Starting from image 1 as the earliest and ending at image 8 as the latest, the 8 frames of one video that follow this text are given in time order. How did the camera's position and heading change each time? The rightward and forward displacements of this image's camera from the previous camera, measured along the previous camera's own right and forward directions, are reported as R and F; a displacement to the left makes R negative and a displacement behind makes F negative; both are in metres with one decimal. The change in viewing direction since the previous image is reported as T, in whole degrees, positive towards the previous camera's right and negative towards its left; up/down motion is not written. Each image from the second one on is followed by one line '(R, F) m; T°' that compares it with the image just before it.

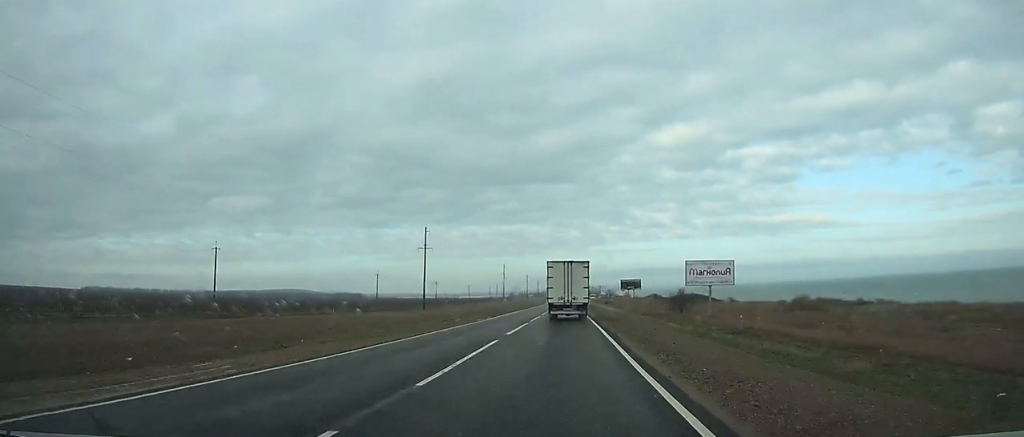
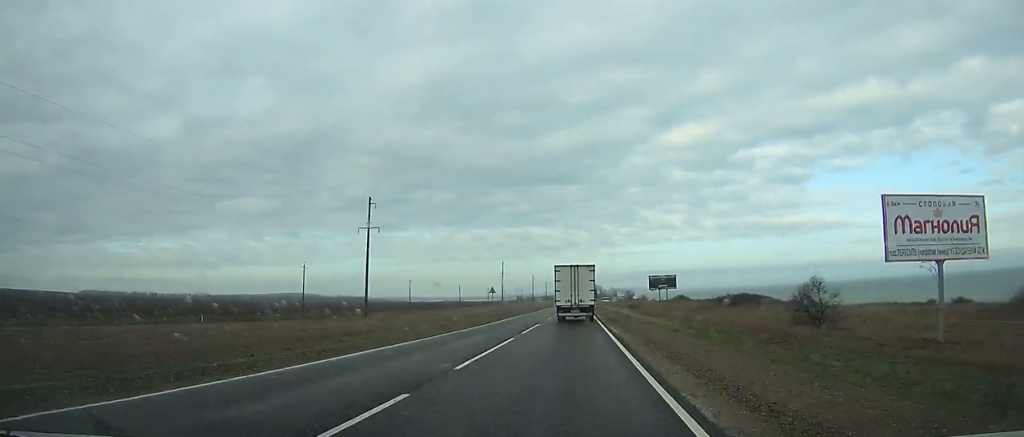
(-0.4, +46.1) m; 0°
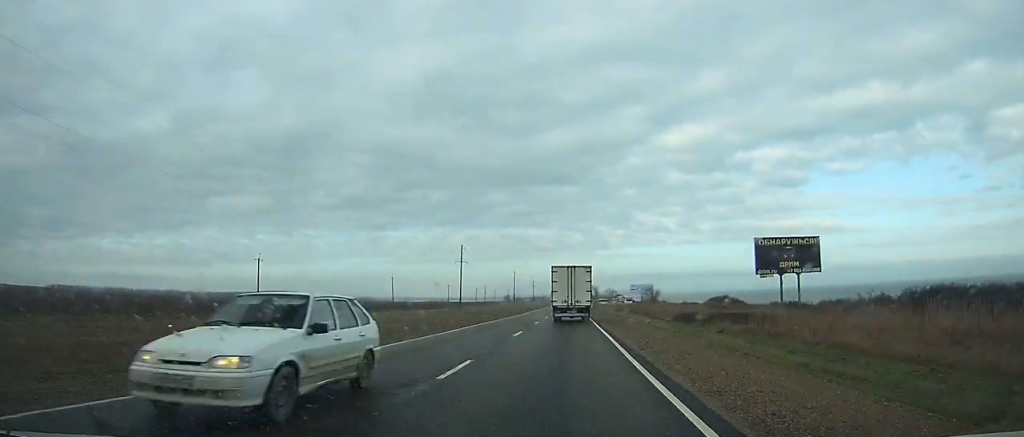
(-0.1, +78.5) m; 0°
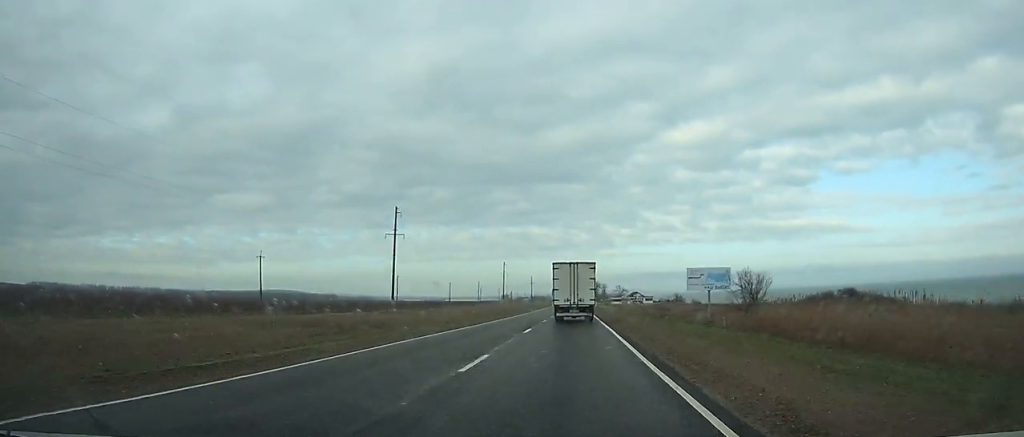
(-0.4, +70.6) m; 0°
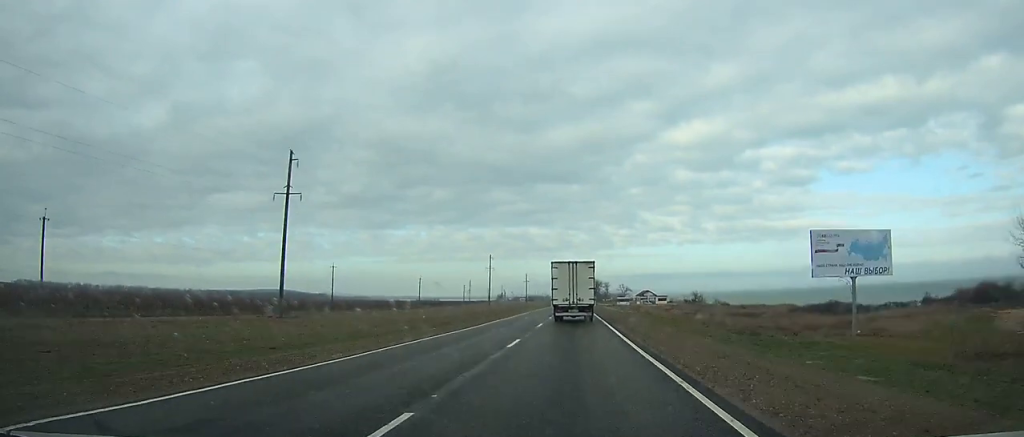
(+0.1, +42.9) m; 0°
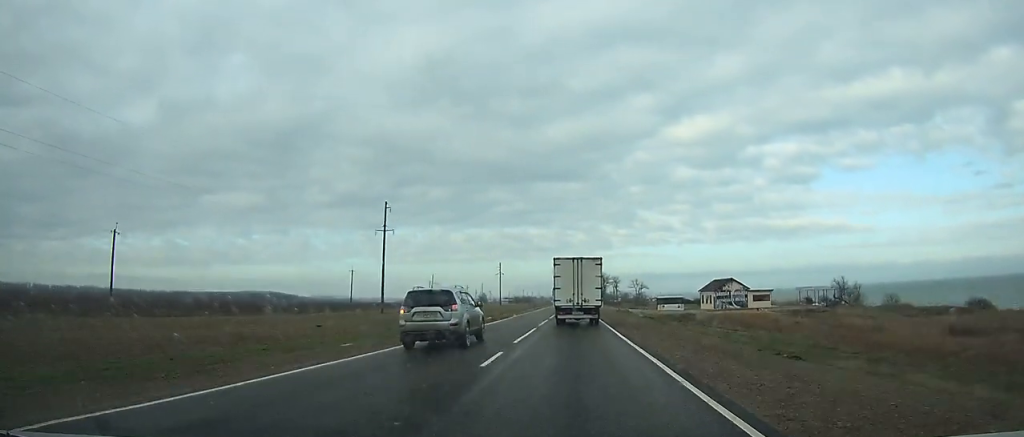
(+1.1, +124.3) m; +1°
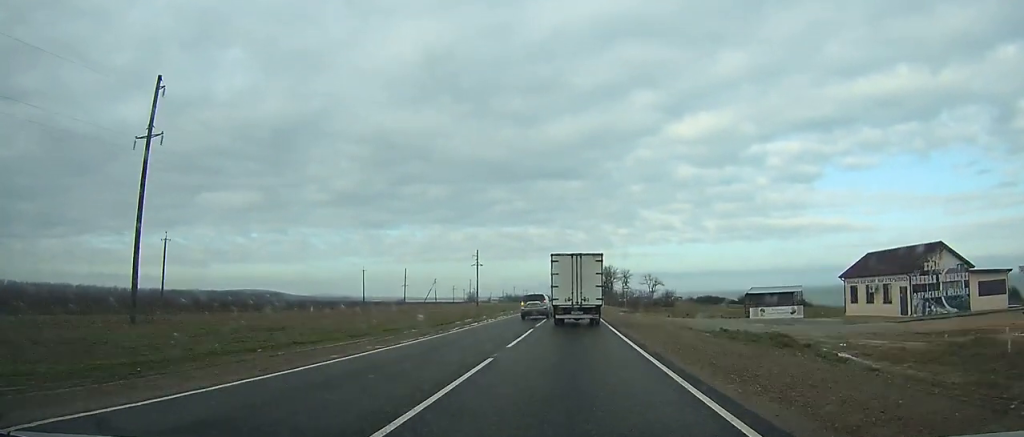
(0.0, +61.9) m; 0°
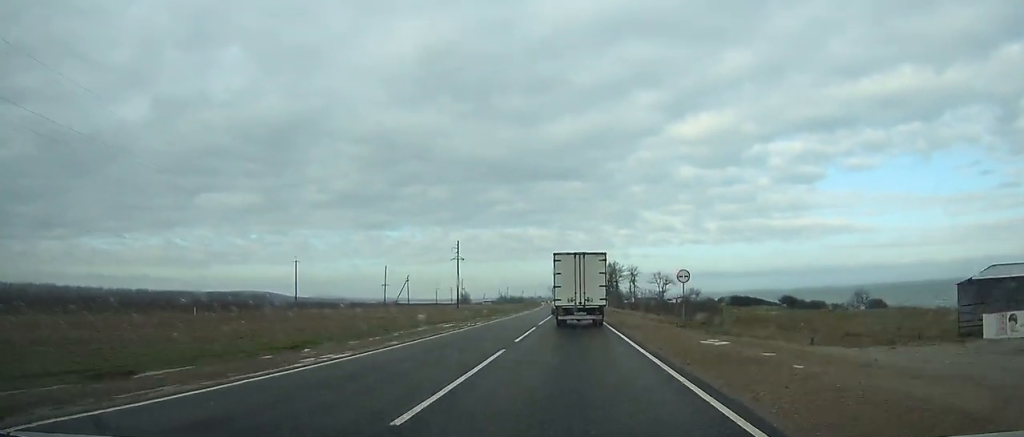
(+0.1, +34.0) m; 0°
